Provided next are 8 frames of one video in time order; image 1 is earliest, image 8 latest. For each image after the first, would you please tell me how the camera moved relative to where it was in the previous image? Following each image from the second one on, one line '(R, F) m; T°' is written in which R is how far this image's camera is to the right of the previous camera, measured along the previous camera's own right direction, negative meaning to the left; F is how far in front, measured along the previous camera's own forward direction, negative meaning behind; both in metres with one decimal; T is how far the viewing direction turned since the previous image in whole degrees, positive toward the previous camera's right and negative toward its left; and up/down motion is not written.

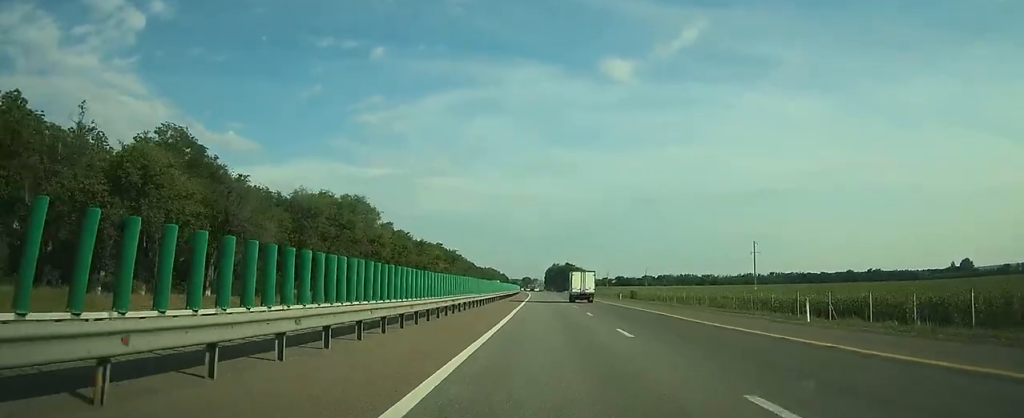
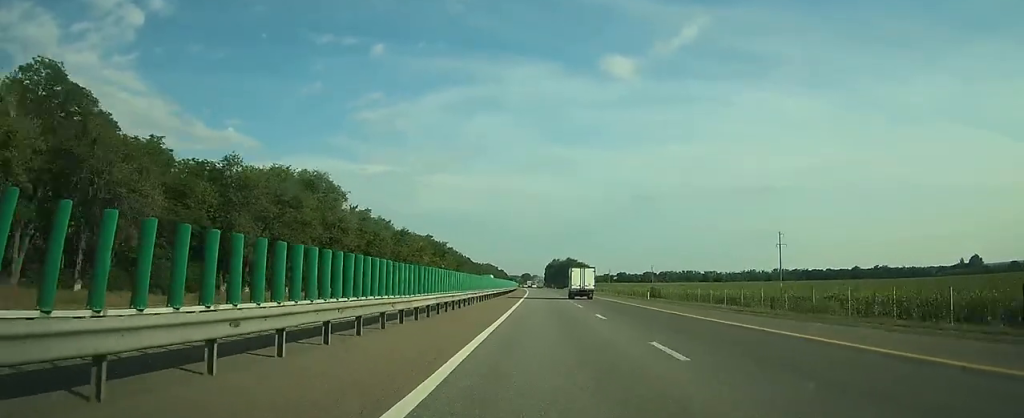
(0.0, +17.9) m; 0°
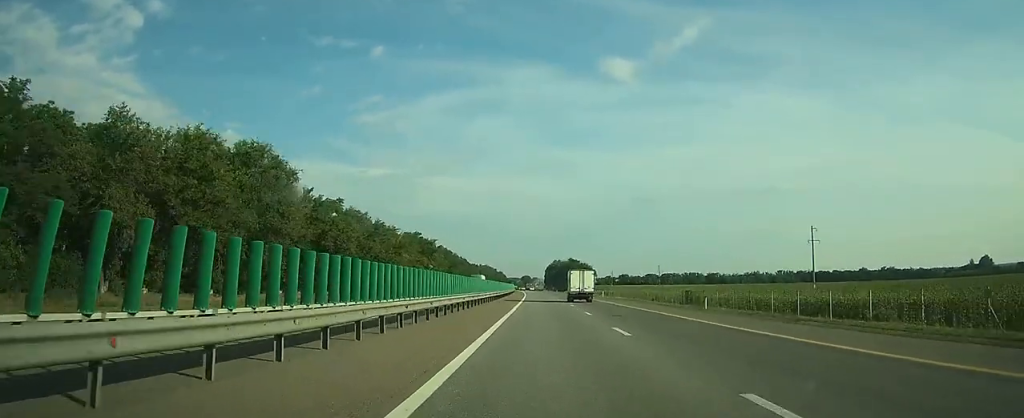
(0.0, +17.9) m; 0°
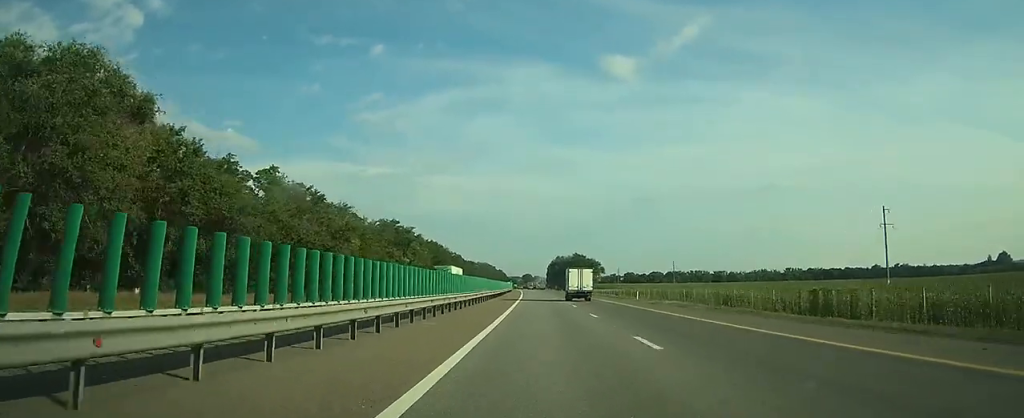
(0.0, +28.1) m; 0°
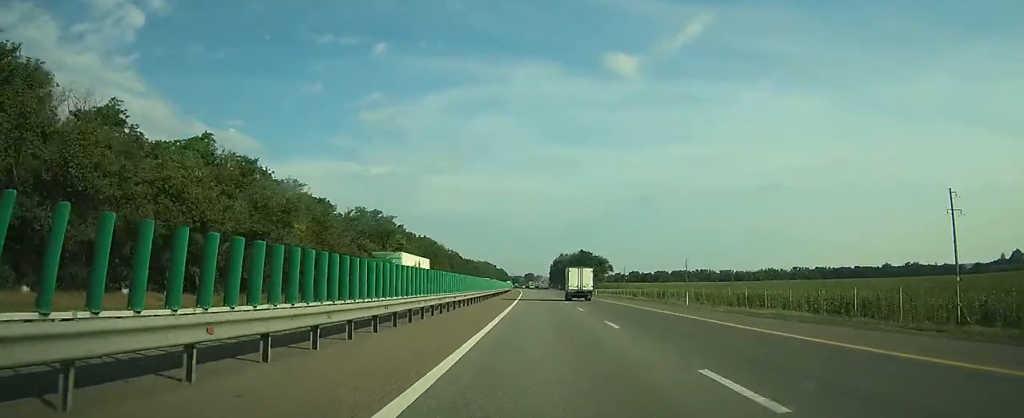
(0.0, +18.0) m; 0°
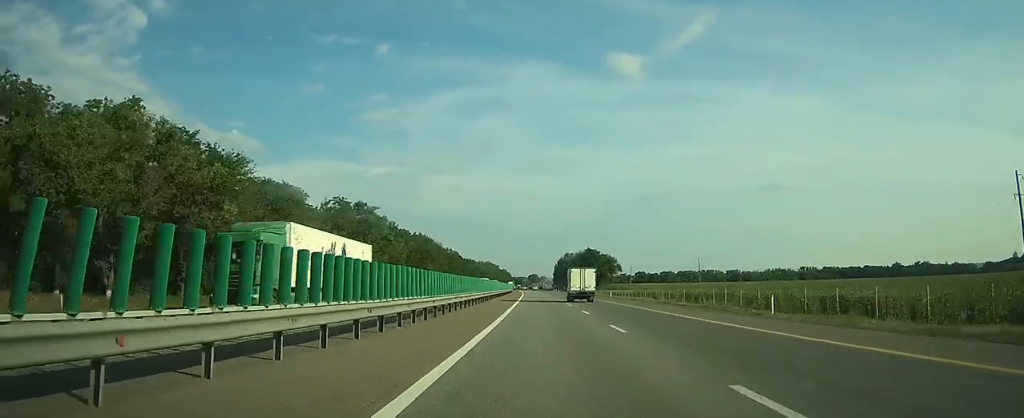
(0.0, +13.5) m; 0°
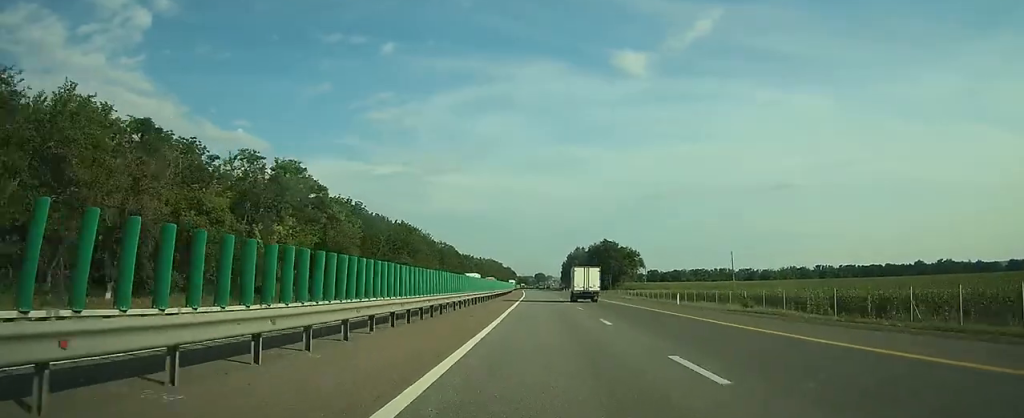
(-0.1, +32.6) m; 0°
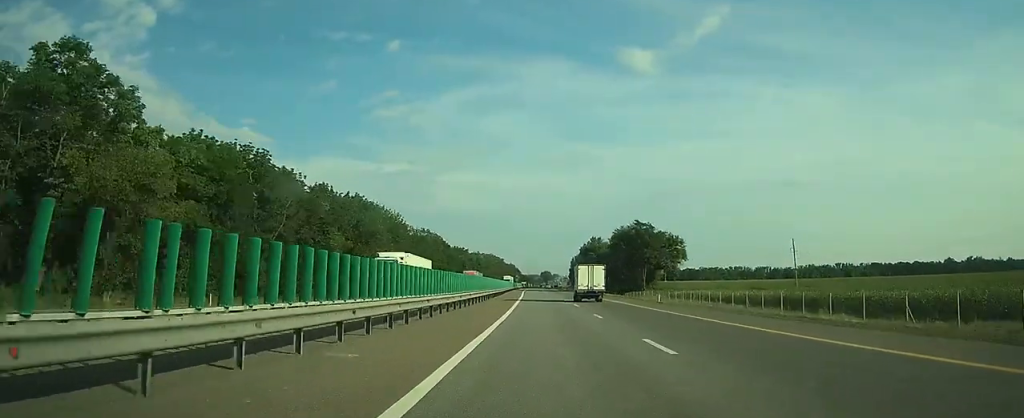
(-0.3, +44.9) m; -1°
